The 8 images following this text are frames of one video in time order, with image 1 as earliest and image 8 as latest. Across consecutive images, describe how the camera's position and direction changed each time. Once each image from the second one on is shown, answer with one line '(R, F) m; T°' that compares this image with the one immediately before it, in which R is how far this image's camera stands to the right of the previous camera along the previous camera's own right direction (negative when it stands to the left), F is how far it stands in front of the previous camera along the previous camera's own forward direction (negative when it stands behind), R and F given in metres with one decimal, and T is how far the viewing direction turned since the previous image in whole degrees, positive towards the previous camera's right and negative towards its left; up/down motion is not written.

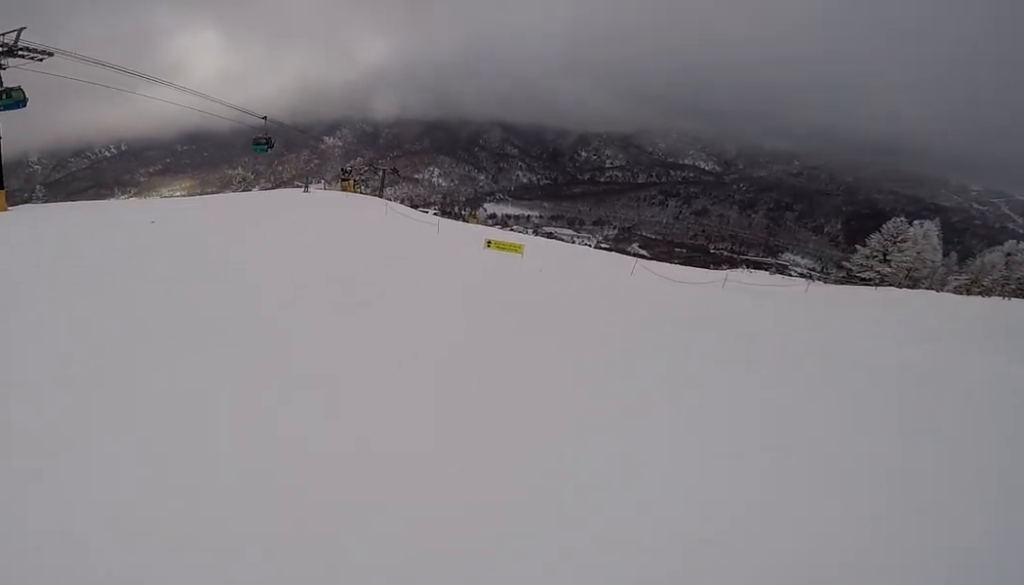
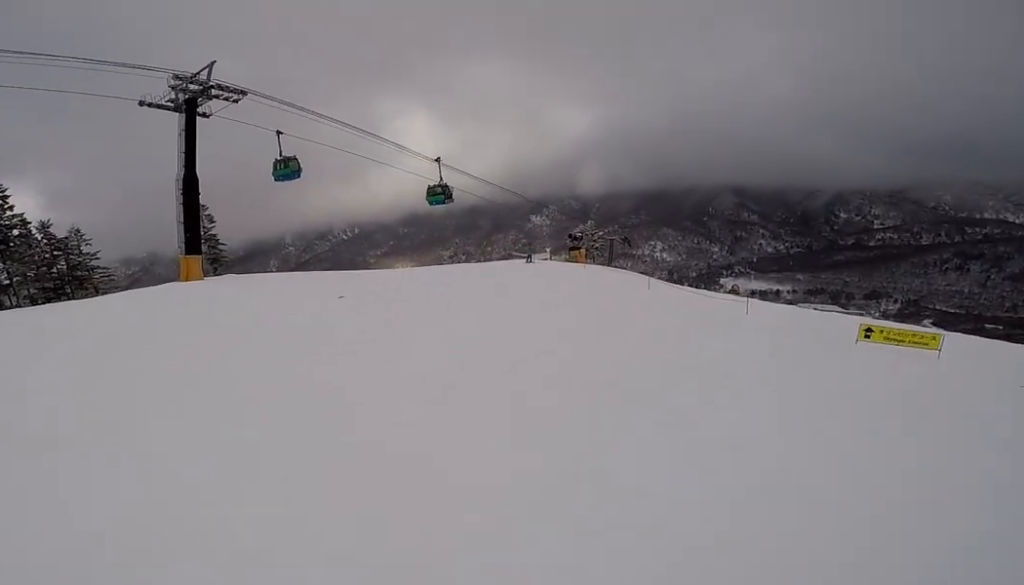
(-1.8, +9.2) m; -14°
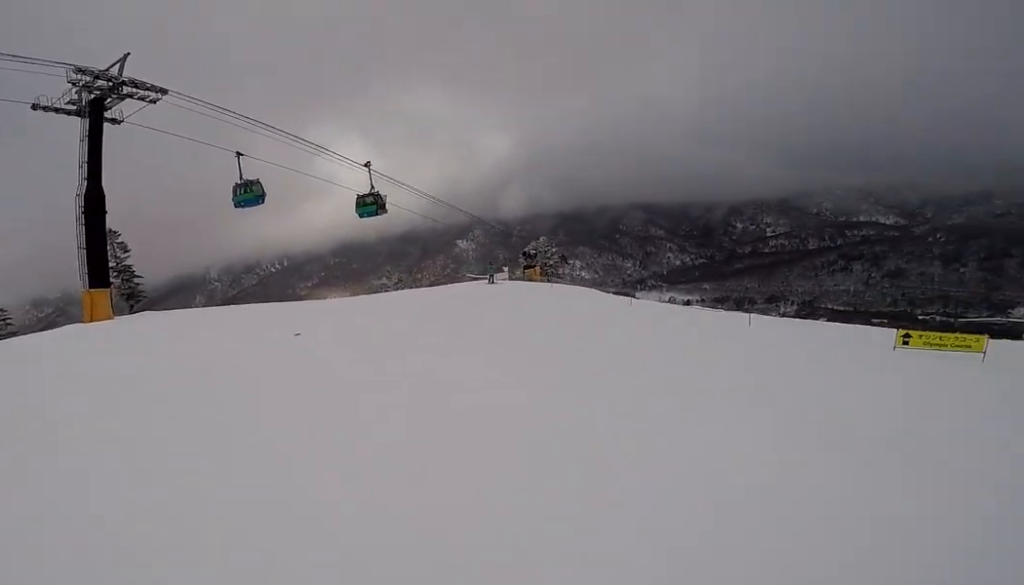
(0.0, +4.1) m; +6°
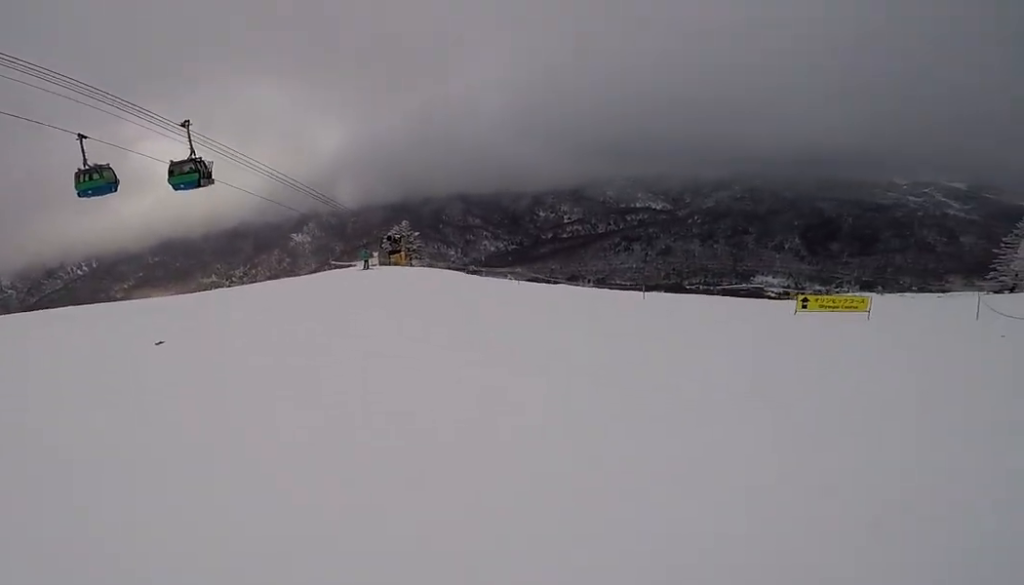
(+0.7, +4.1) m; +12°
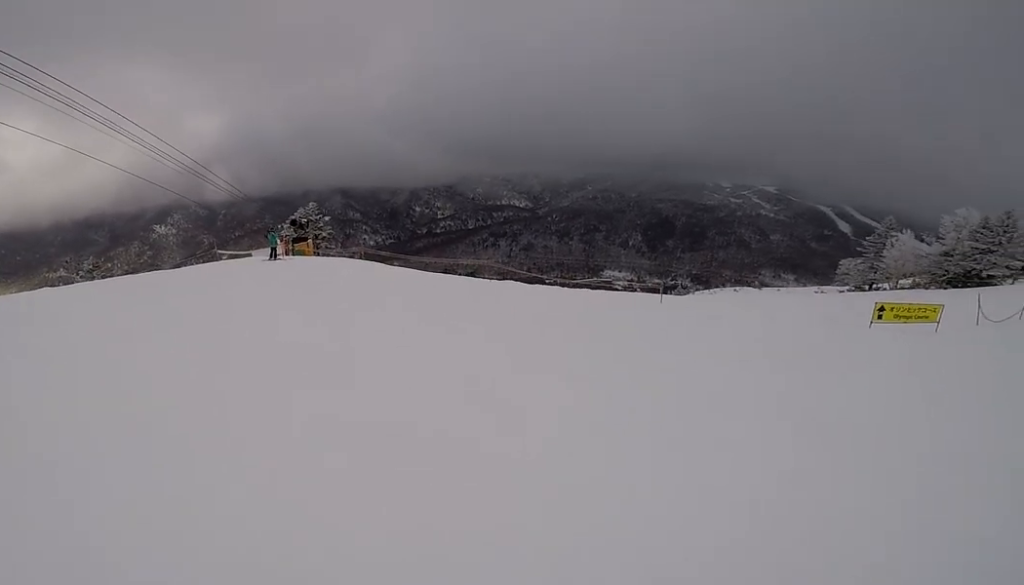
(+0.9, +6.2) m; +24°
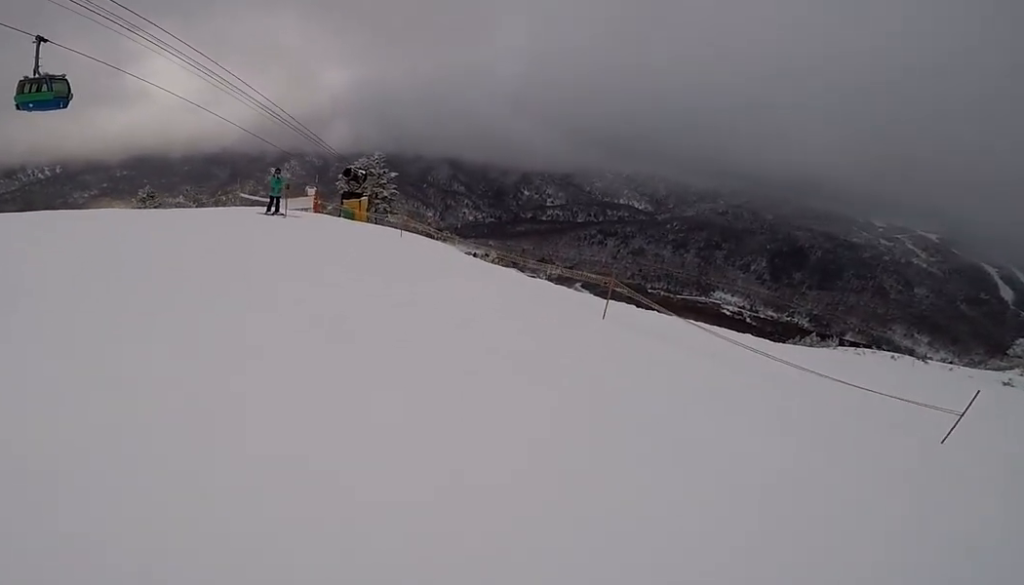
(+1.4, +7.4) m; -5°
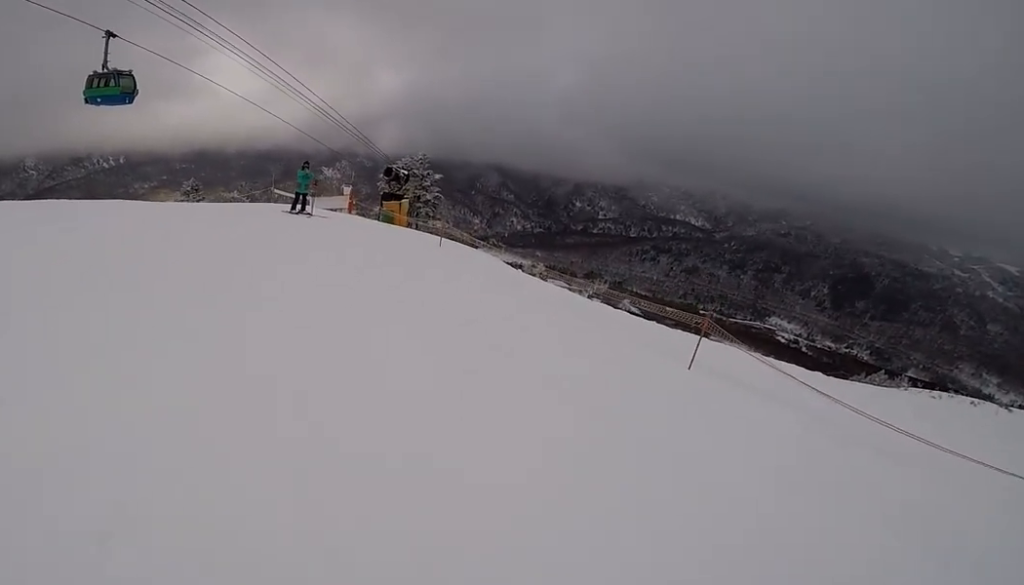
(-0.4, +1.7) m; -8°
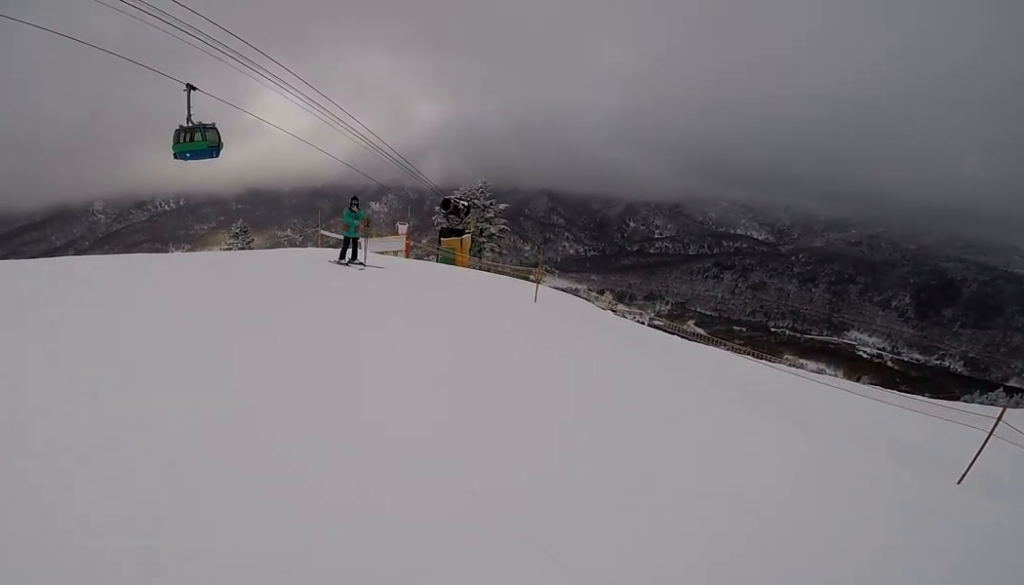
(-0.4, +3.0) m; -10°
